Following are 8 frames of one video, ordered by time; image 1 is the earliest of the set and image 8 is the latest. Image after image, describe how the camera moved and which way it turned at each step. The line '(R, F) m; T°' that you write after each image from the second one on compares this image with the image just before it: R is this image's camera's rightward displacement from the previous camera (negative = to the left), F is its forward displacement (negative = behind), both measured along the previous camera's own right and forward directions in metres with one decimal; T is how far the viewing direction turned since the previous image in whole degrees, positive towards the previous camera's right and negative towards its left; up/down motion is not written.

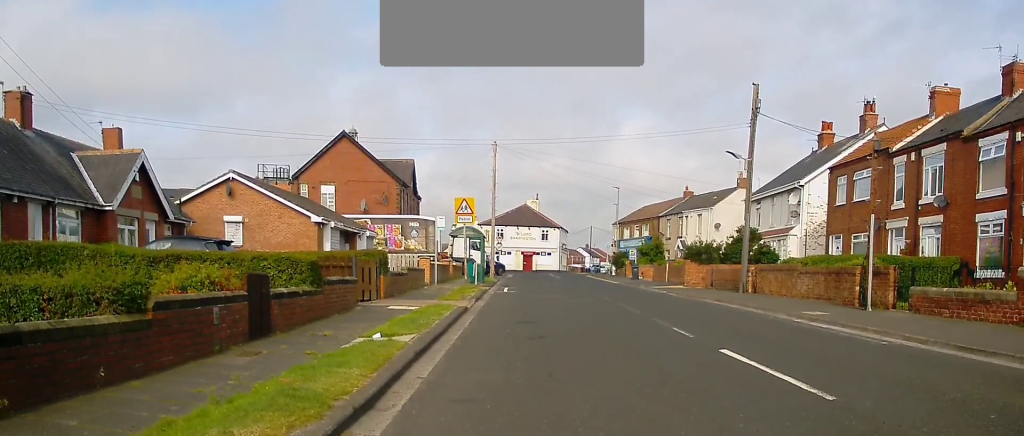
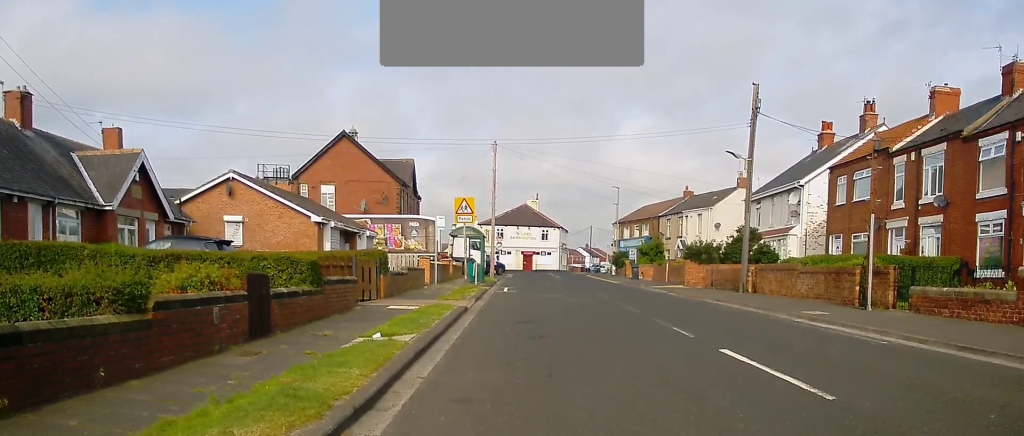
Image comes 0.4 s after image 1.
(0.0, 0.0) m; 0°
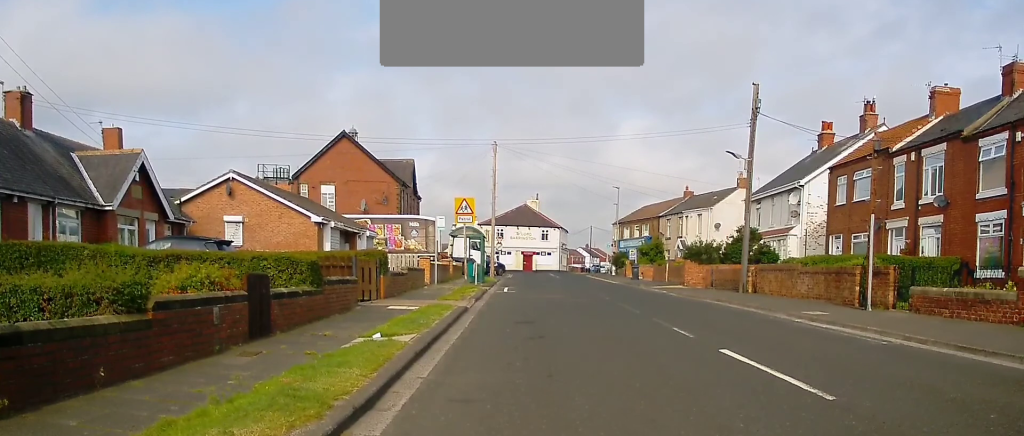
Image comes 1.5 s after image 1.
(0.0, 0.0) m; 0°
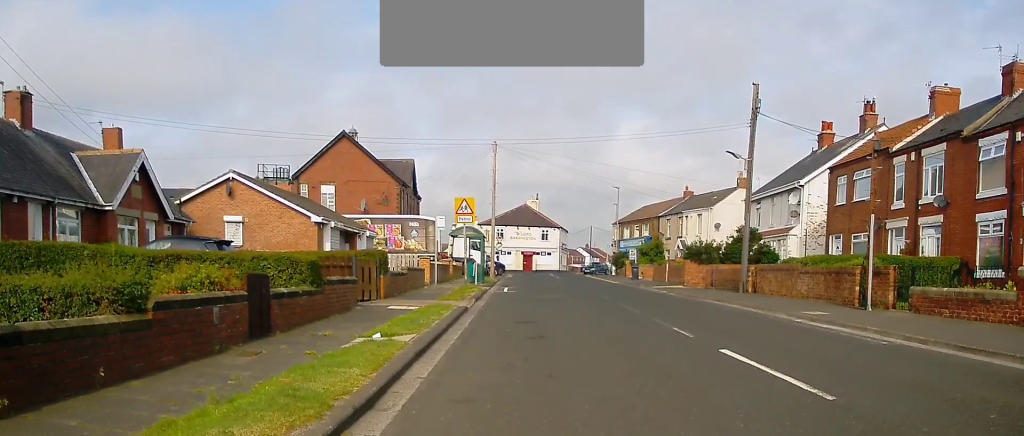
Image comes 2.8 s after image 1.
(0.0, 0.0) m; 0°
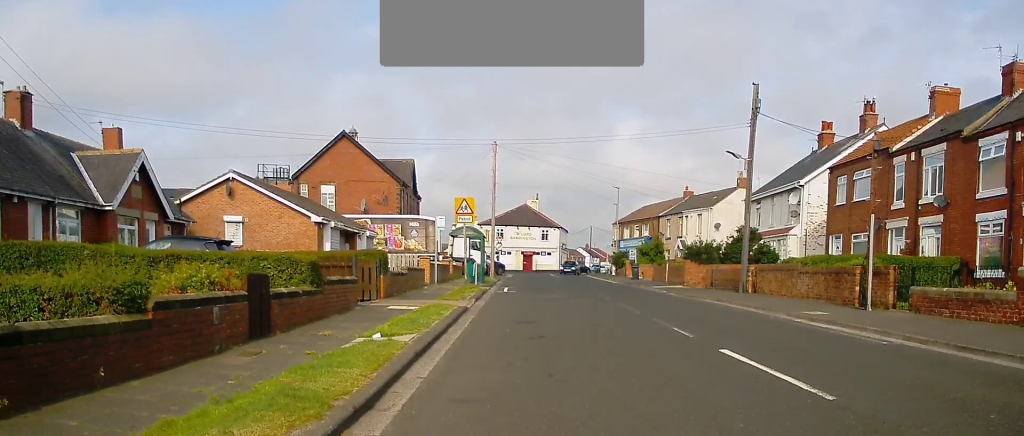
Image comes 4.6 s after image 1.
(0.0, 0.0) m; 0°
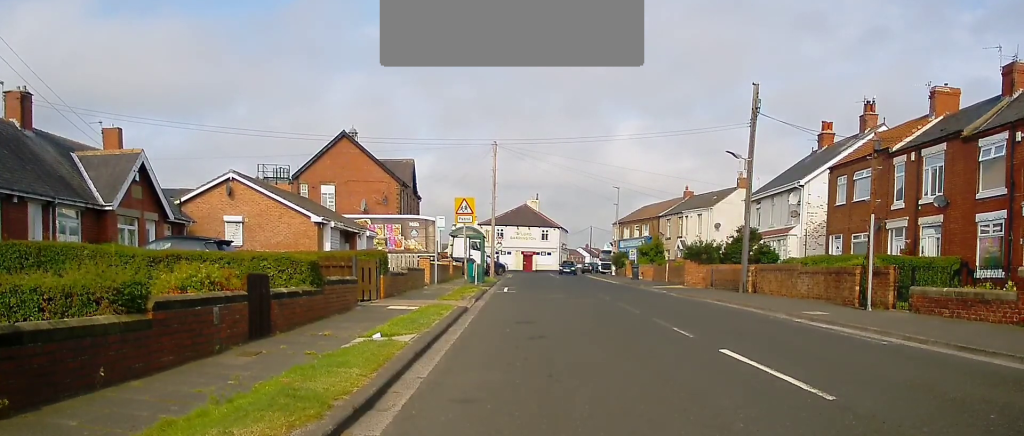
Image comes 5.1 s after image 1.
(0.0, 0.0) m; 0°
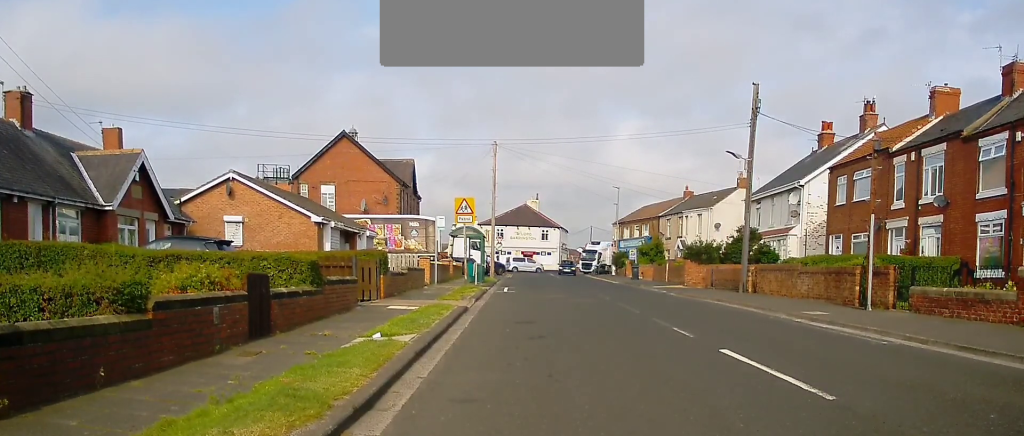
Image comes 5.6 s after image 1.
(0.0, 0.0) m; 0°
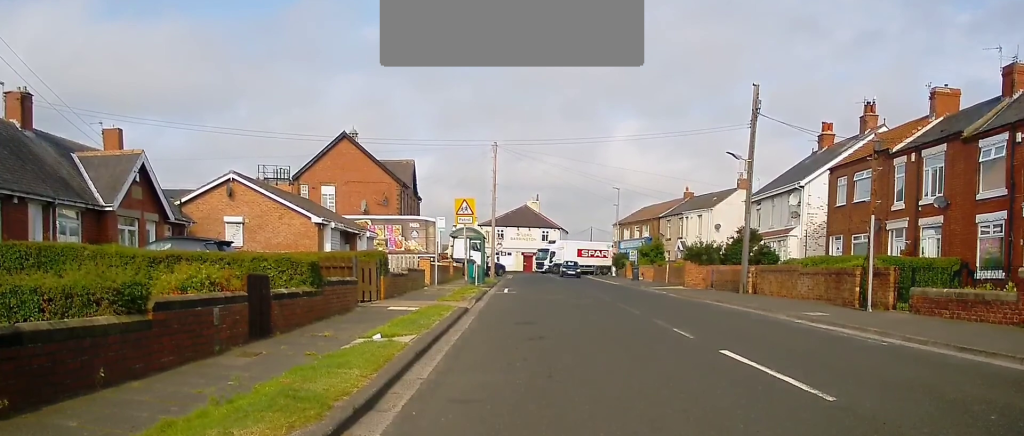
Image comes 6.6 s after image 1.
(0.0, 0.0) m; 0°
